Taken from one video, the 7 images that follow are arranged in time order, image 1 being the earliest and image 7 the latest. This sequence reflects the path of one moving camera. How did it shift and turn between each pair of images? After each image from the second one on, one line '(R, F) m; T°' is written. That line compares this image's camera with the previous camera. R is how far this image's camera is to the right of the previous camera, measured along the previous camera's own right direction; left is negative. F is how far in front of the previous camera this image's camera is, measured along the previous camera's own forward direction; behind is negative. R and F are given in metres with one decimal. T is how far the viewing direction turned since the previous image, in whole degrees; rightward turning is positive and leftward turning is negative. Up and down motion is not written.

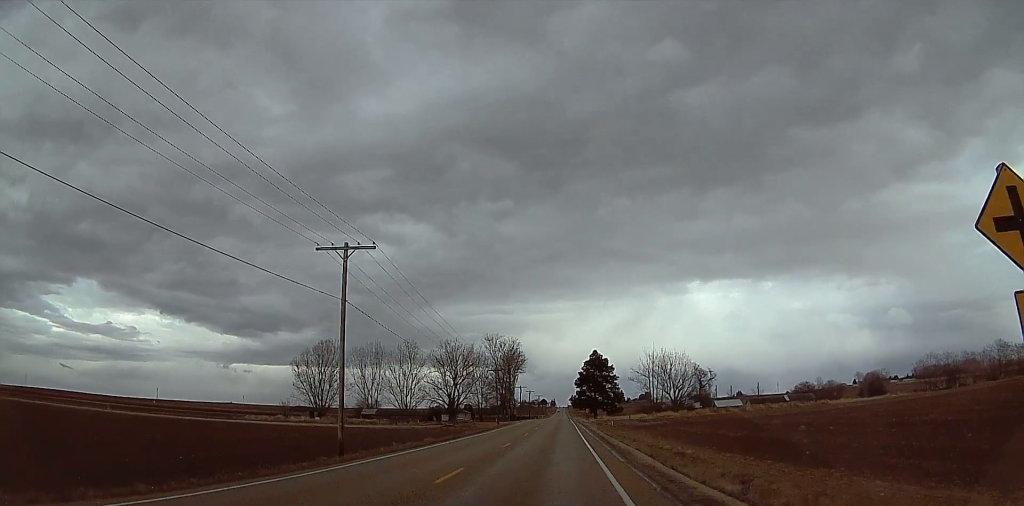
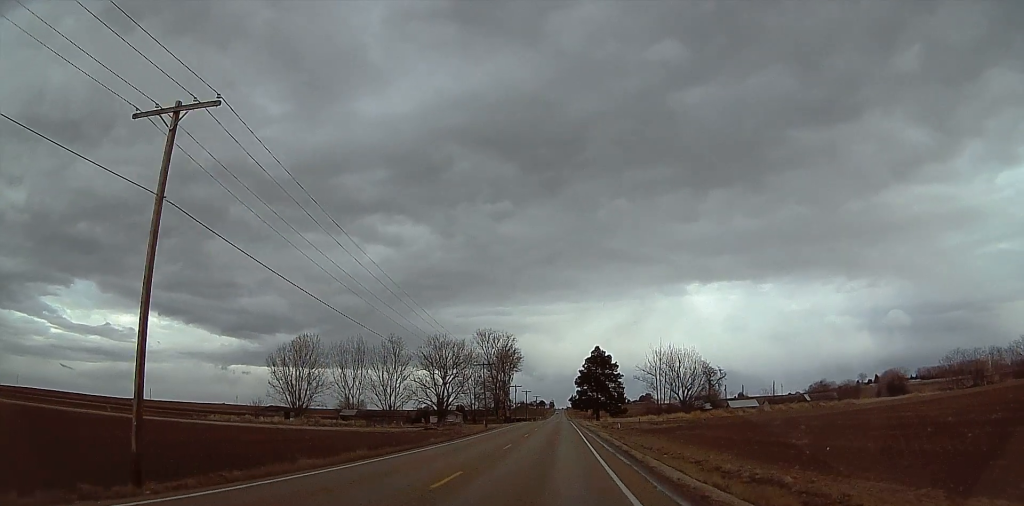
(0.0, +16.0) m; +1°
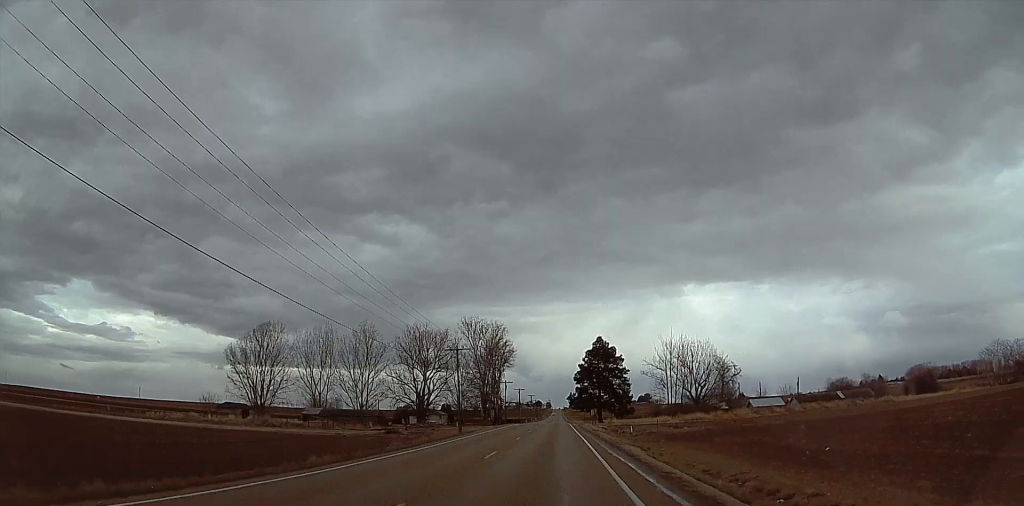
(+0.2, +21.5) m; +1°
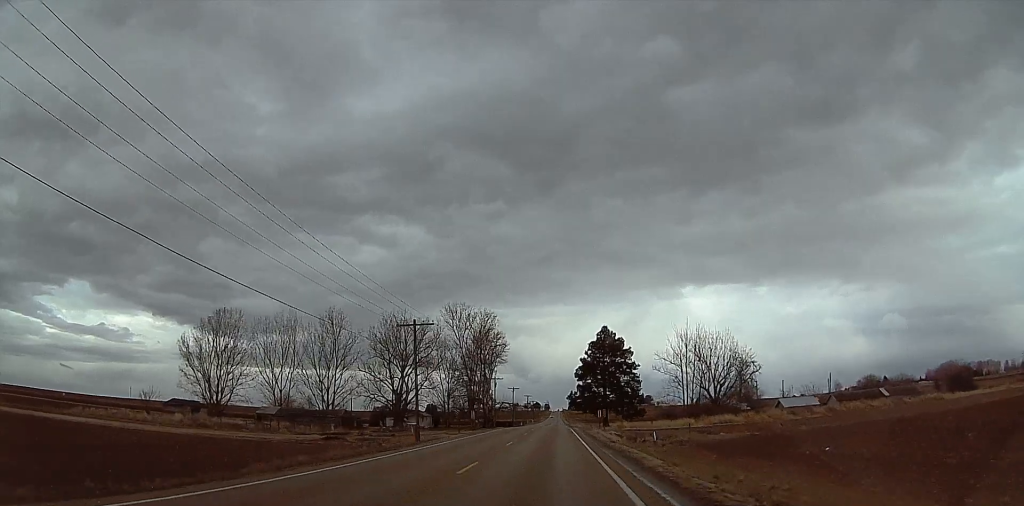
(0.0, +20.7) m; 0°
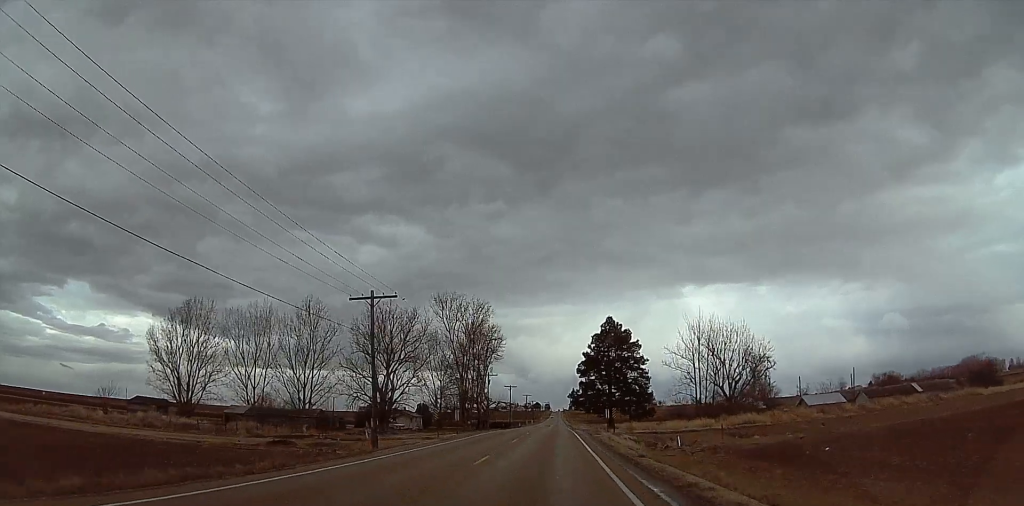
(0.0, +11.9) m; 0°
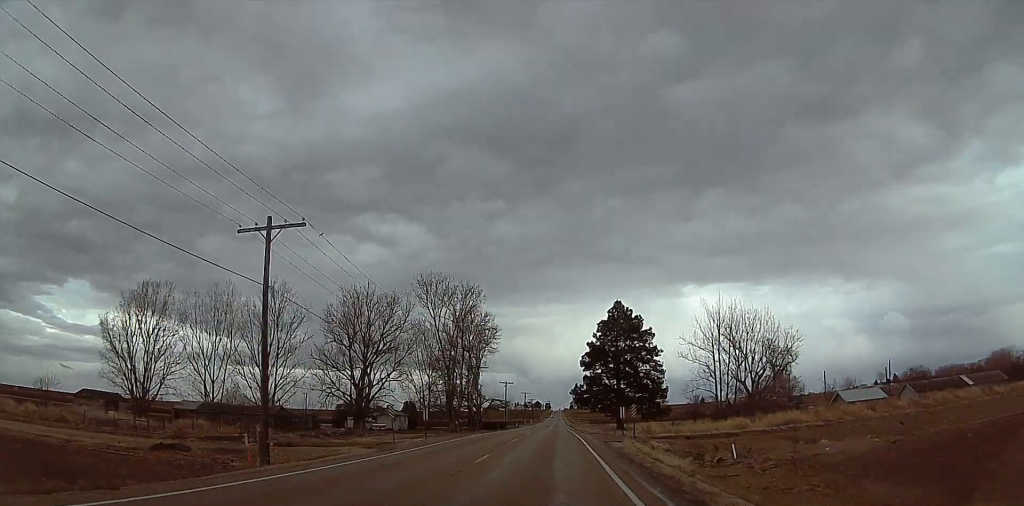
(0.0, +15.1) m; 0°
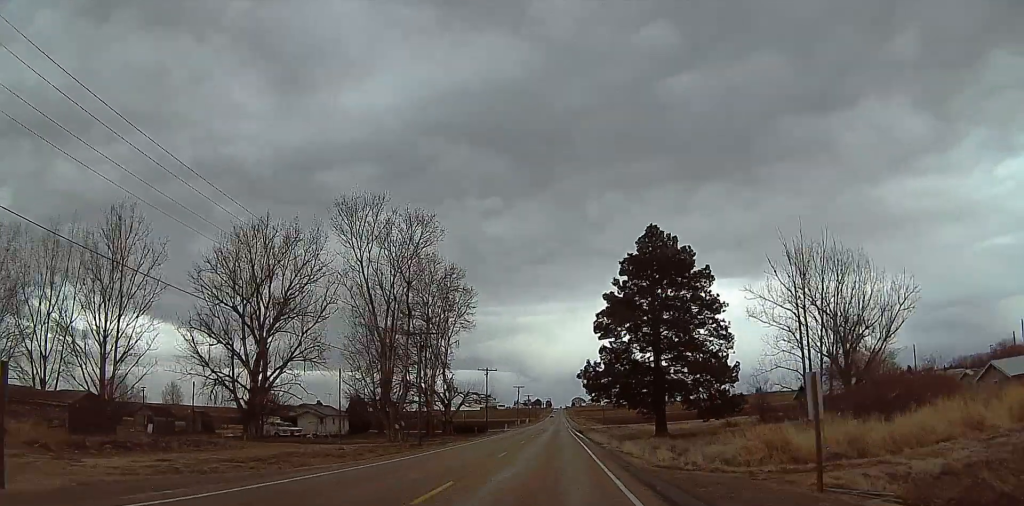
(0.0, +39.1) m; 0°
